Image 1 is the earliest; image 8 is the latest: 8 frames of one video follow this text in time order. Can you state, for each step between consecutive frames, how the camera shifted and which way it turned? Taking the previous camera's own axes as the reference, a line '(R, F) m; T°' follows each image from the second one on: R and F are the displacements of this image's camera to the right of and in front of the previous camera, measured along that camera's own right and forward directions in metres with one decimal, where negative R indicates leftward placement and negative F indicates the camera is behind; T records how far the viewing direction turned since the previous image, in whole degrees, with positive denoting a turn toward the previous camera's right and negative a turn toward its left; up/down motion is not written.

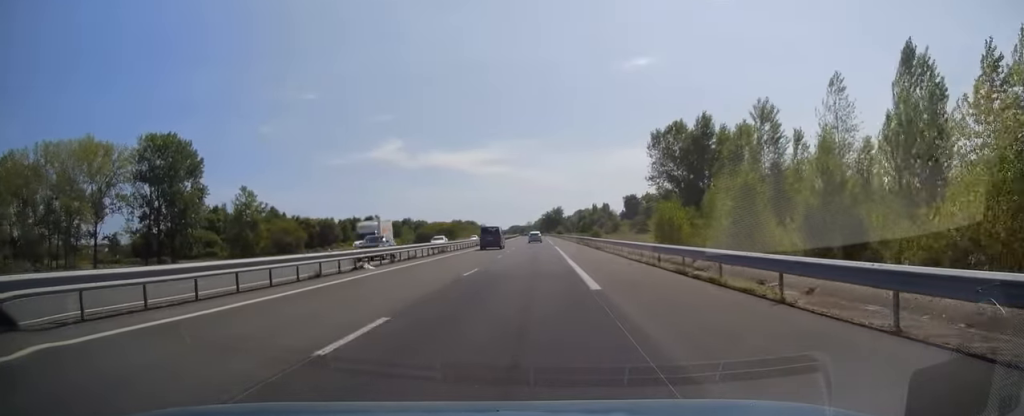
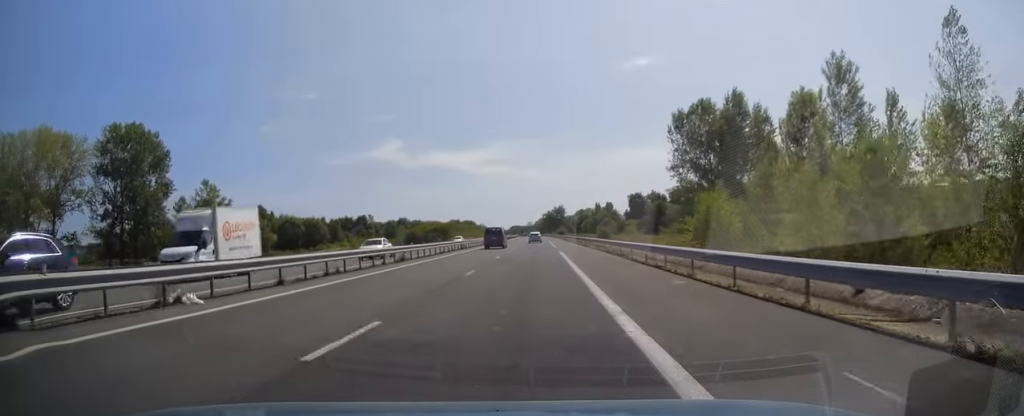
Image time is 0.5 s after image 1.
(0.0, +12.2) m; 0°
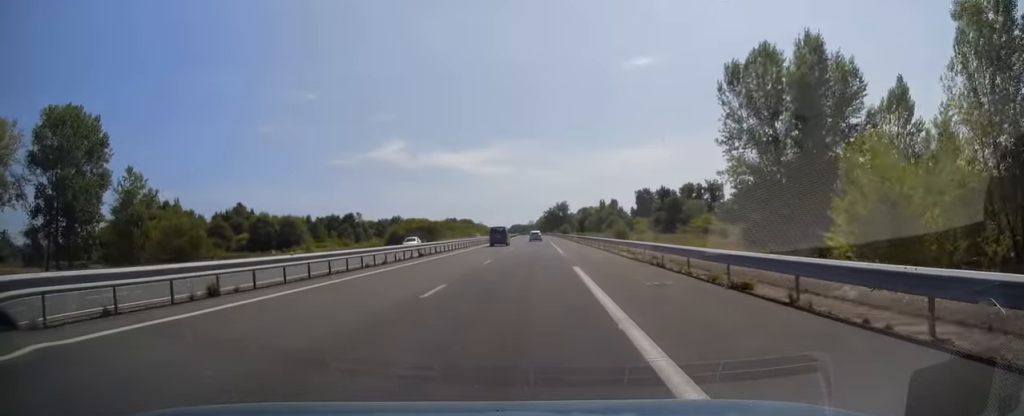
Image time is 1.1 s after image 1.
(-0.1, +18.1) m; 0°
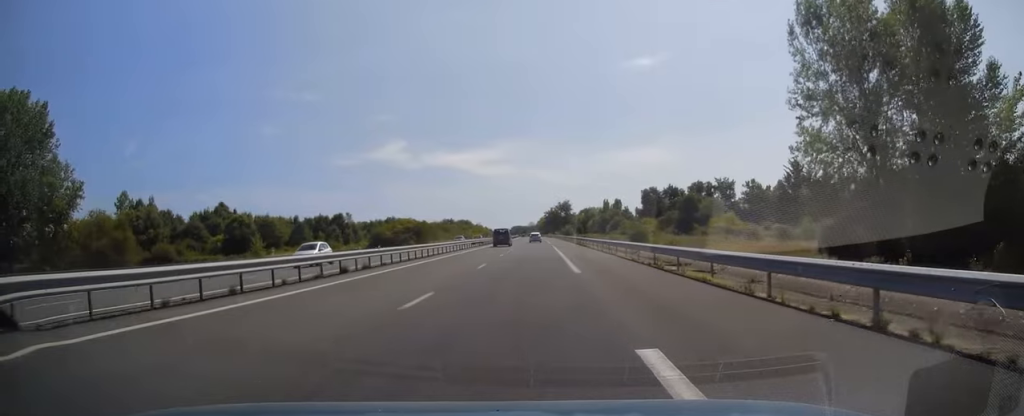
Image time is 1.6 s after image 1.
(0.0, +14.3) m; 0°
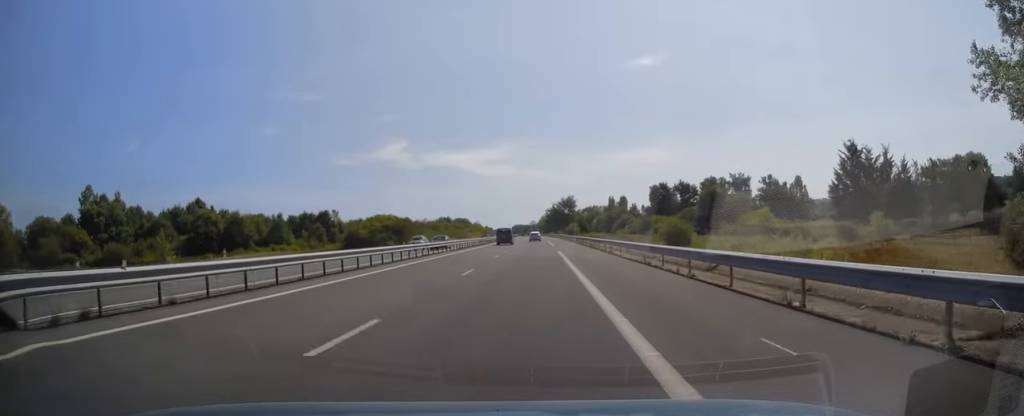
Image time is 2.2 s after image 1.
(0.0, +19.5) m; 0°
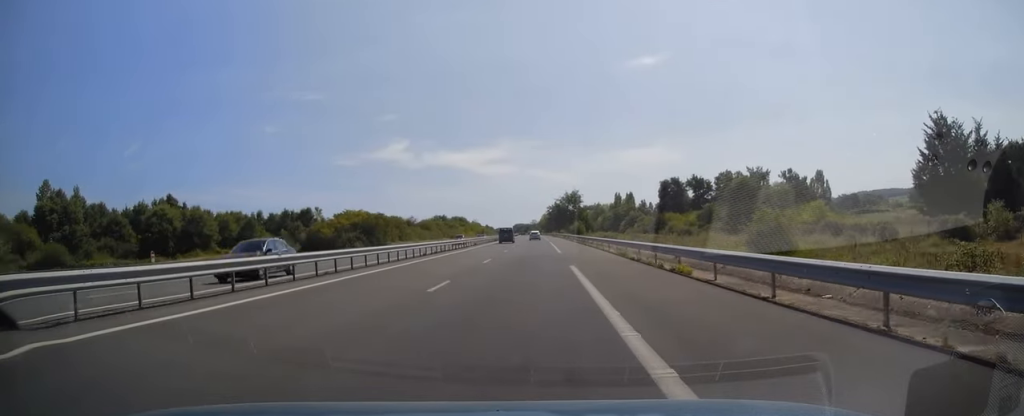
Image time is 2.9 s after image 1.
(0.0, +20.2) m; 0°
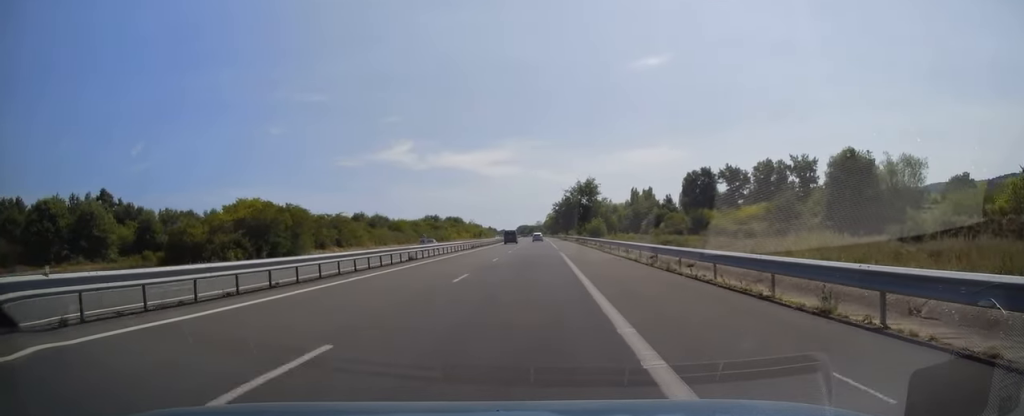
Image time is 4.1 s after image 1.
(-0.1, +37.7) m; -1°
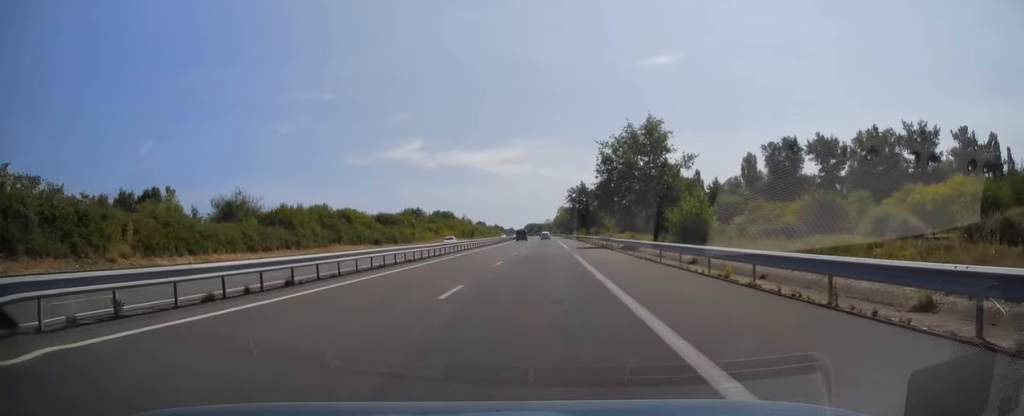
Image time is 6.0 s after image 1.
(-0.3, +58.7) m; 0°
